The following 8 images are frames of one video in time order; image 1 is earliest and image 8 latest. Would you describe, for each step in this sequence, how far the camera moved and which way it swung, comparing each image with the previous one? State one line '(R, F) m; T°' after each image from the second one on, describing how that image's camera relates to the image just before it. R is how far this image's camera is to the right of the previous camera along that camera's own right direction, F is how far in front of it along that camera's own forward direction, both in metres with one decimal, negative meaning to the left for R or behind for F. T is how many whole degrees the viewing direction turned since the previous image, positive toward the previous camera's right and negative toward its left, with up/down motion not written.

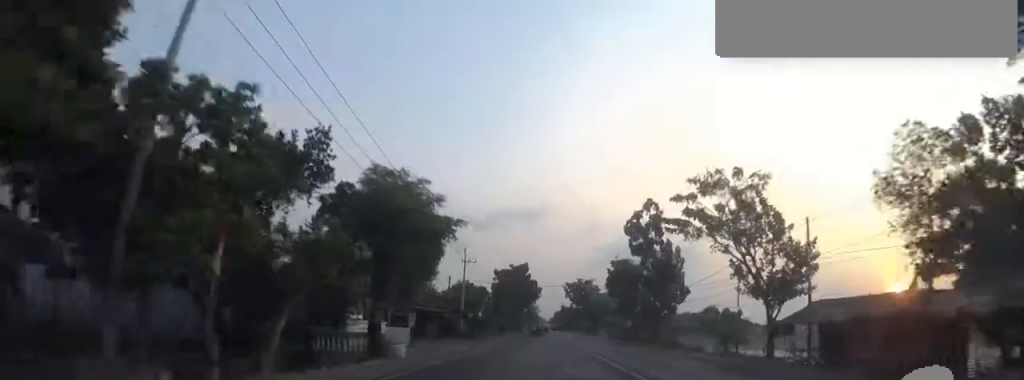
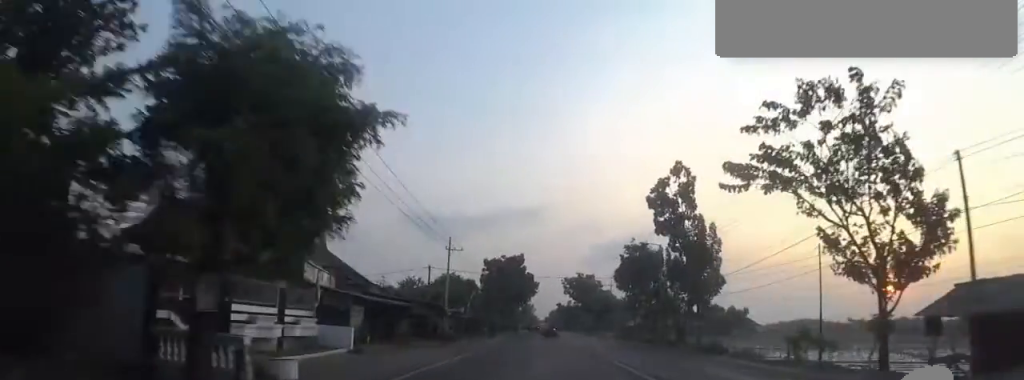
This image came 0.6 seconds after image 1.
(+0.3, +9.1) m; 0°
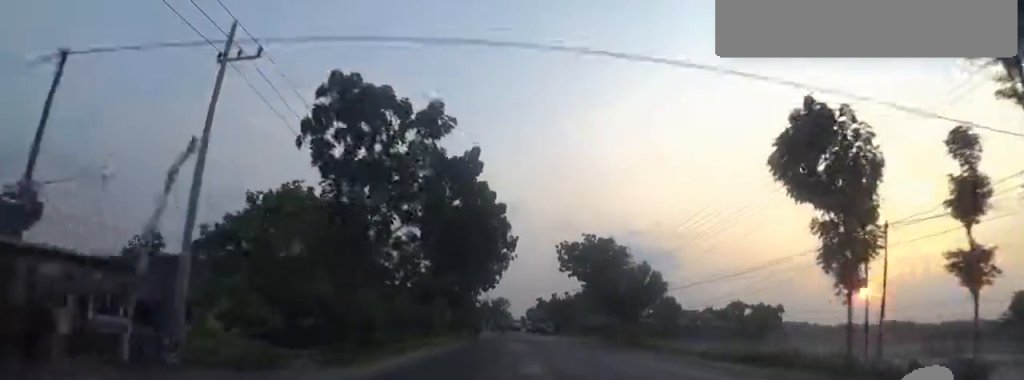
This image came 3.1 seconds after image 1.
(-1.4, +38.3) m; -2°
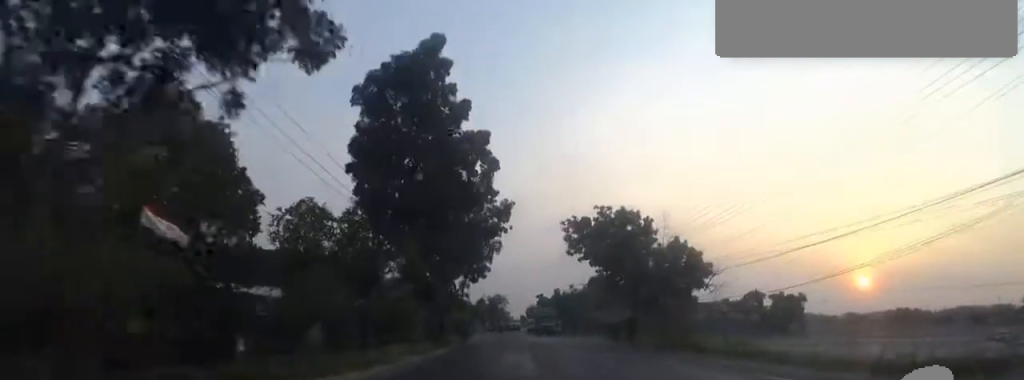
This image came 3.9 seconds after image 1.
(-0.3, +10.9) m; 0°
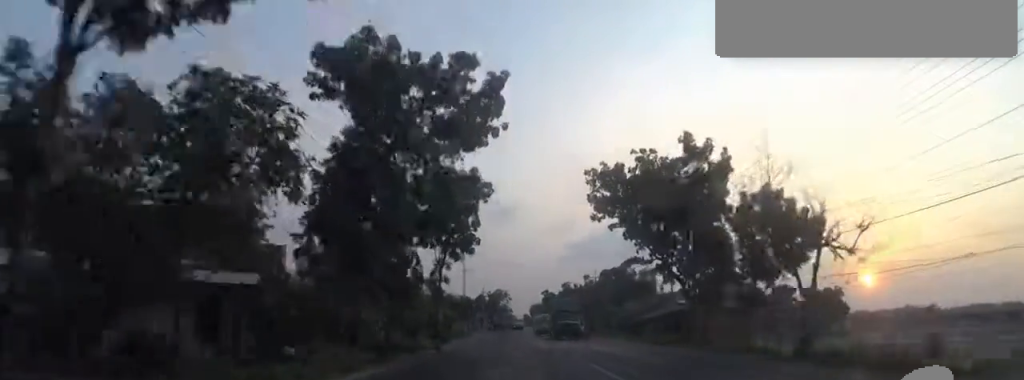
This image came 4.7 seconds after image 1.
(-0.2, +13.1) m; +1°
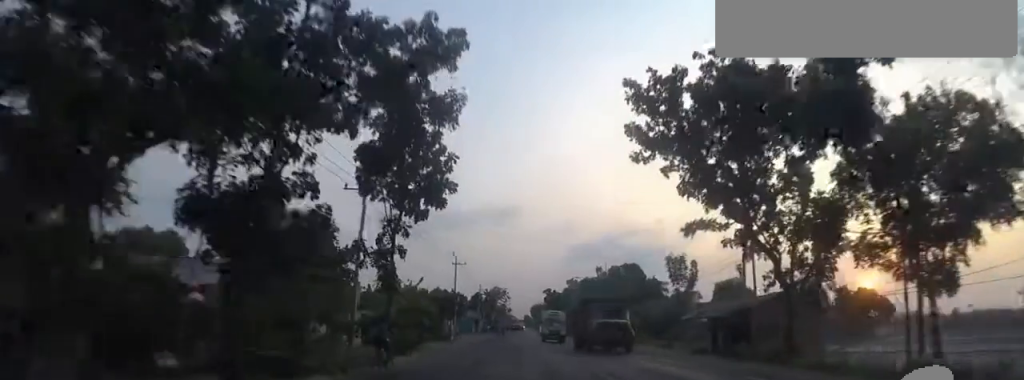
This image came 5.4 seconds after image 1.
(+0.7, +10.8) m; +2°
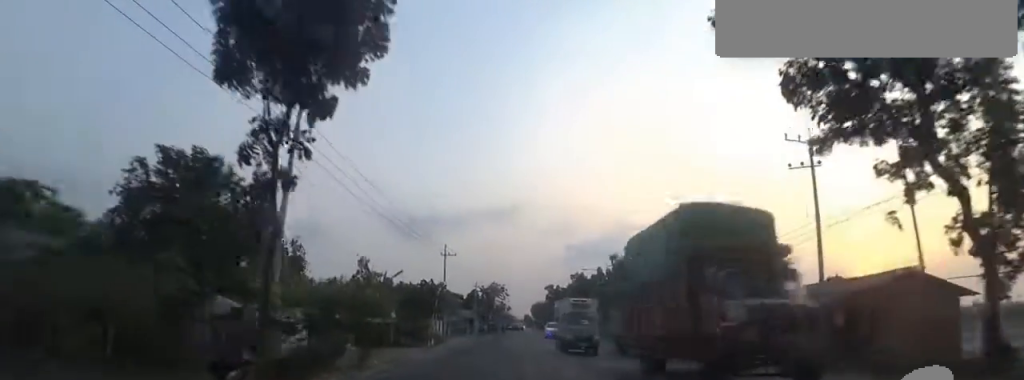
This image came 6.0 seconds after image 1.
(-0.3, +9.2) m; -3°
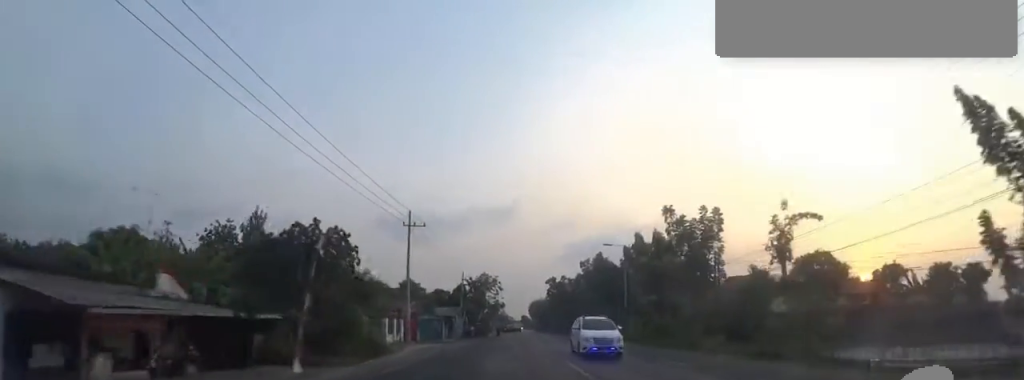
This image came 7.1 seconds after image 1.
(-0.8, +17.6) m; 0°
